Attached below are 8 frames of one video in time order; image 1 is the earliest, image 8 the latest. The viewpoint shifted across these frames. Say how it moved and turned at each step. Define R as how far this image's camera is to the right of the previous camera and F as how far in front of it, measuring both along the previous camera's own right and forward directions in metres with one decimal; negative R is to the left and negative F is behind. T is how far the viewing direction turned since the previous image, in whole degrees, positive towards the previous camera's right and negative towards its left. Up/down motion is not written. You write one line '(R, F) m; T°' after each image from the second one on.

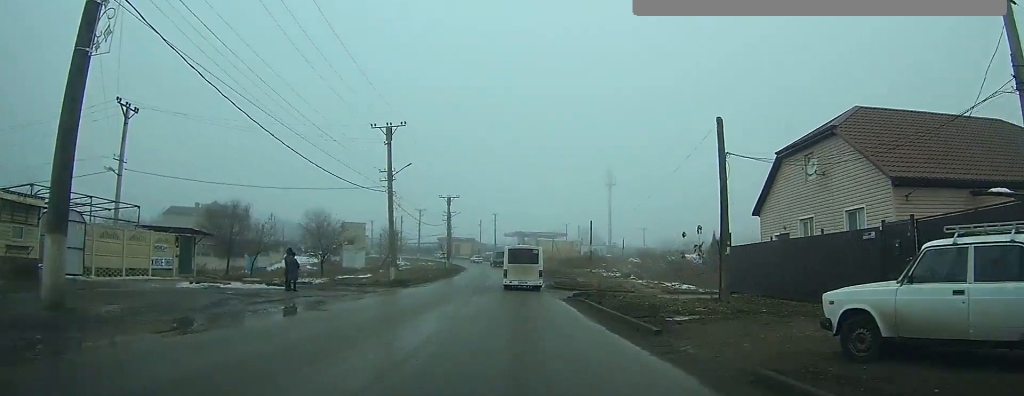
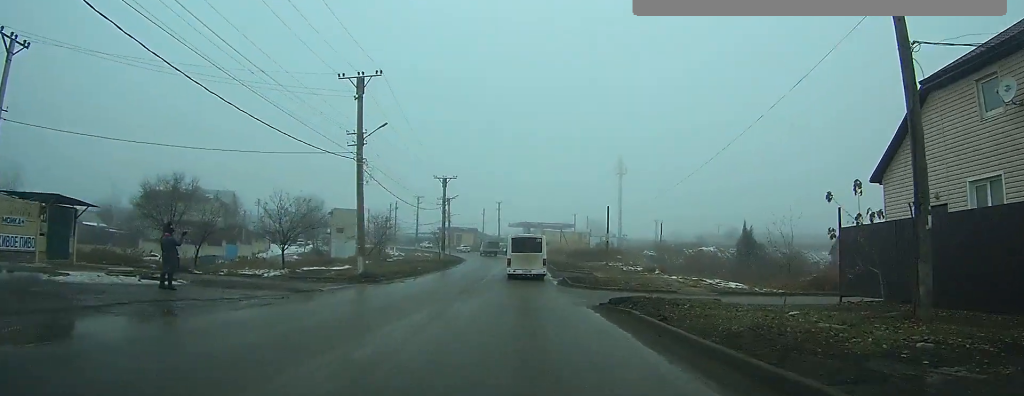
(0.0, +10.6) m; 0°
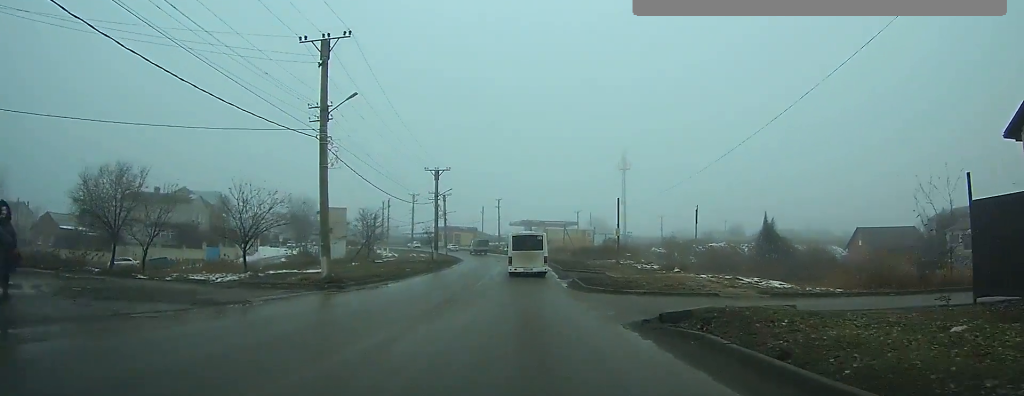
(0.0, +7.3) m; 0°
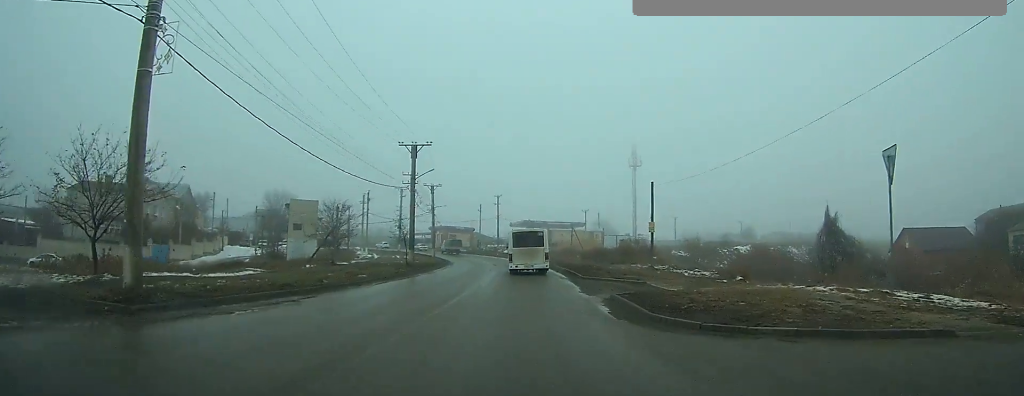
(-0.1, +17.2) m; -1°
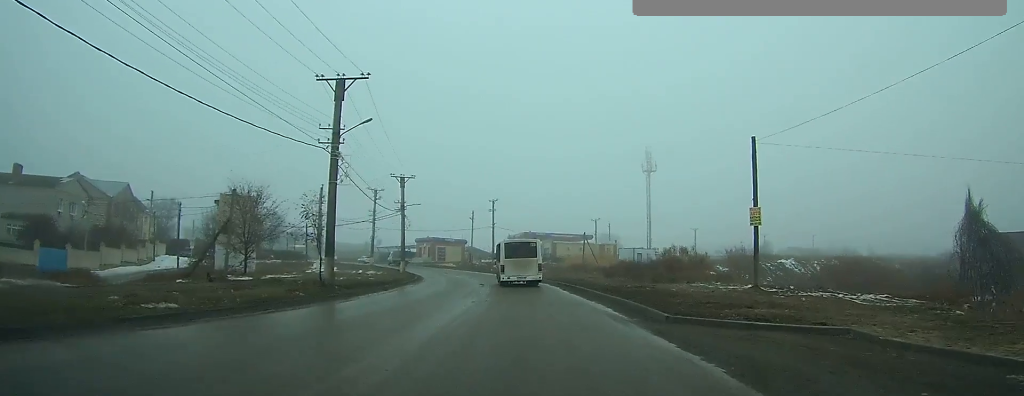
(-0.2, +22.3) m; -1°
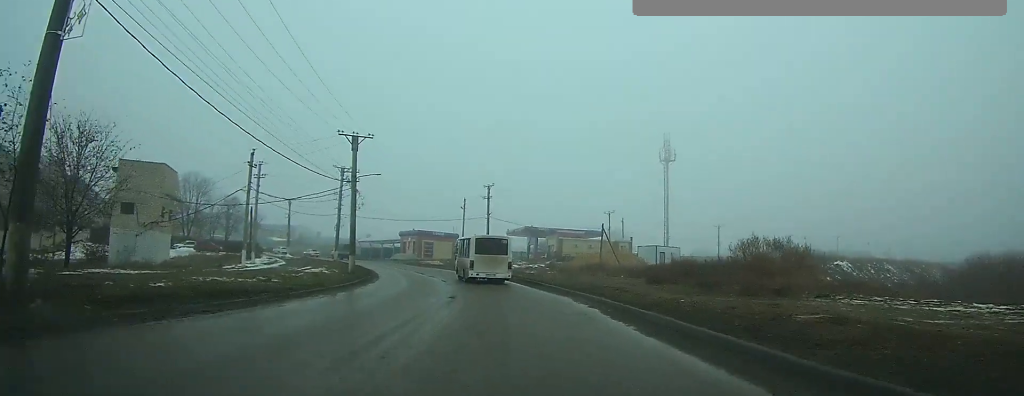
(-0.2, +17.6) m; -1°
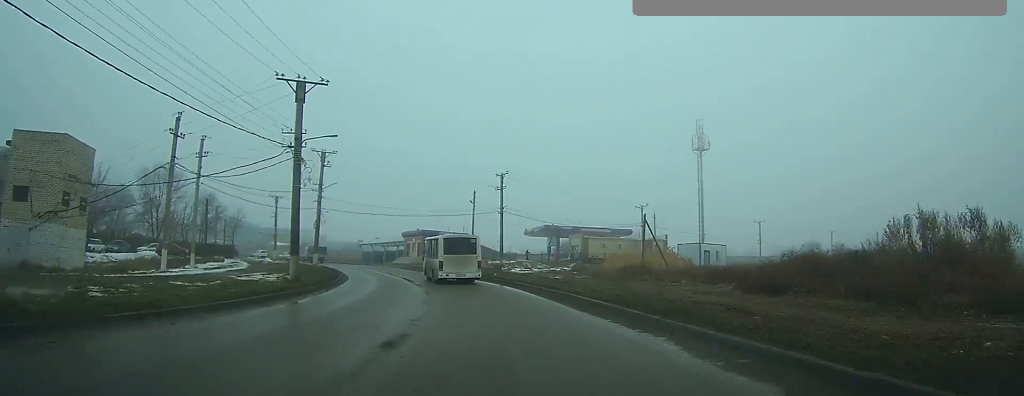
(-0.2, +12.8) m; -3°
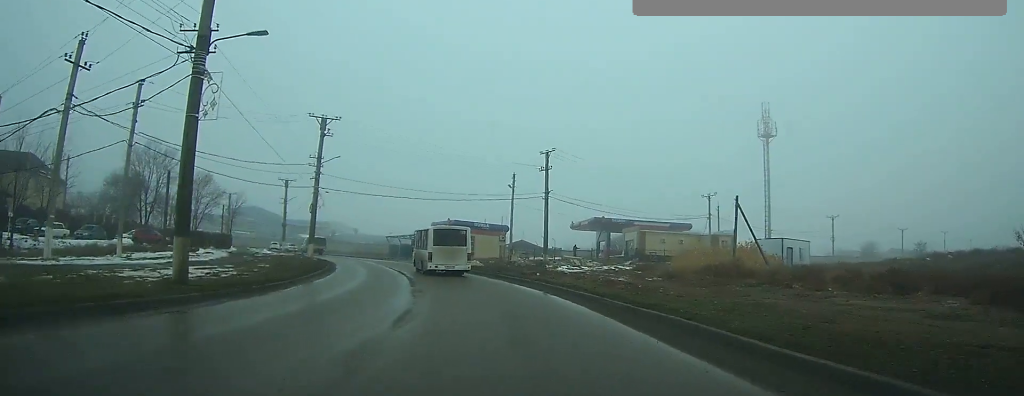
(-0.4, +11.9) m; -4°
